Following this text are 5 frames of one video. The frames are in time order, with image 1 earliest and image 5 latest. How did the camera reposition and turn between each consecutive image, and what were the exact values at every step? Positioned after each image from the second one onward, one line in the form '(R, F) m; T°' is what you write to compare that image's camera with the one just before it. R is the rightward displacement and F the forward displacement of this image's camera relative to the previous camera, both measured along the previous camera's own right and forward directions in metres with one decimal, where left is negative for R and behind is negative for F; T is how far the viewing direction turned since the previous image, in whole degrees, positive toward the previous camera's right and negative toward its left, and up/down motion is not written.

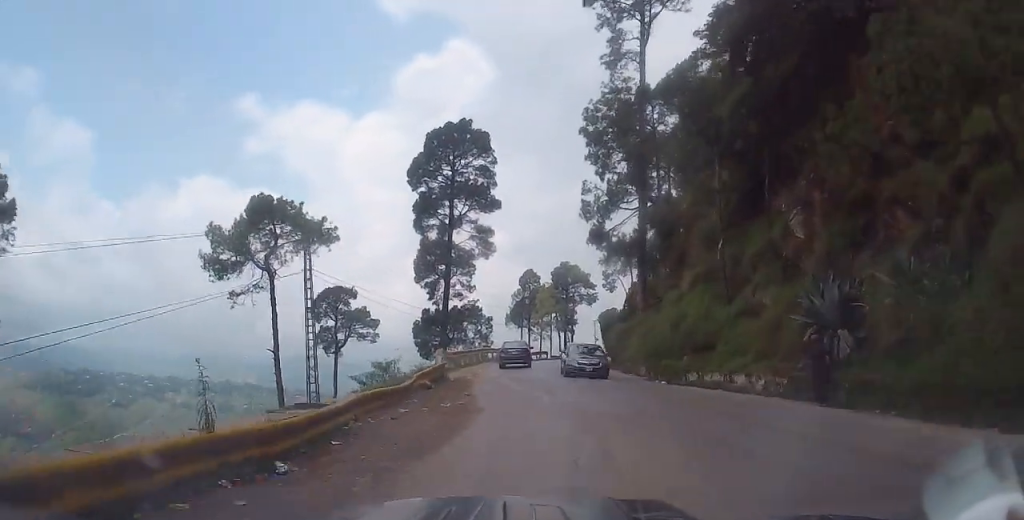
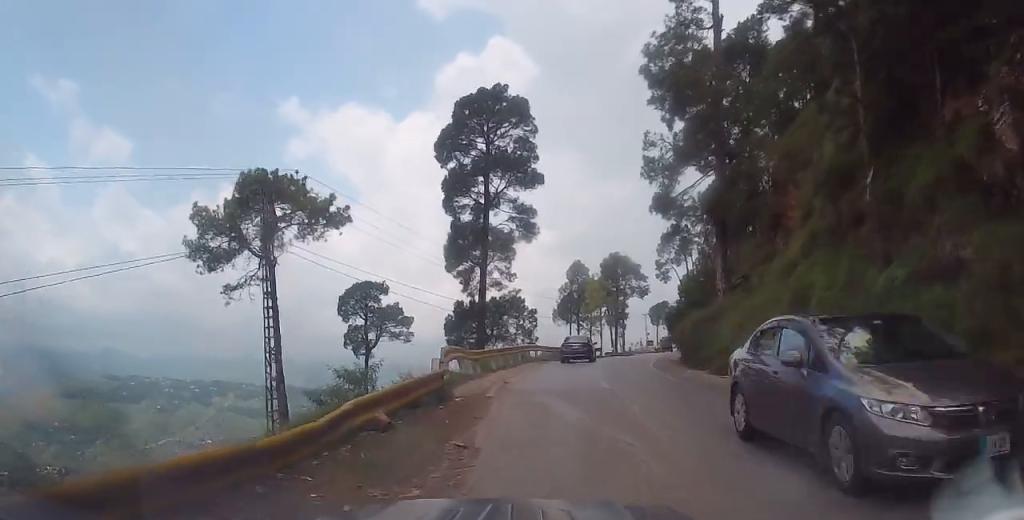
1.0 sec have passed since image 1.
(0.0, +8.9) m; 0°
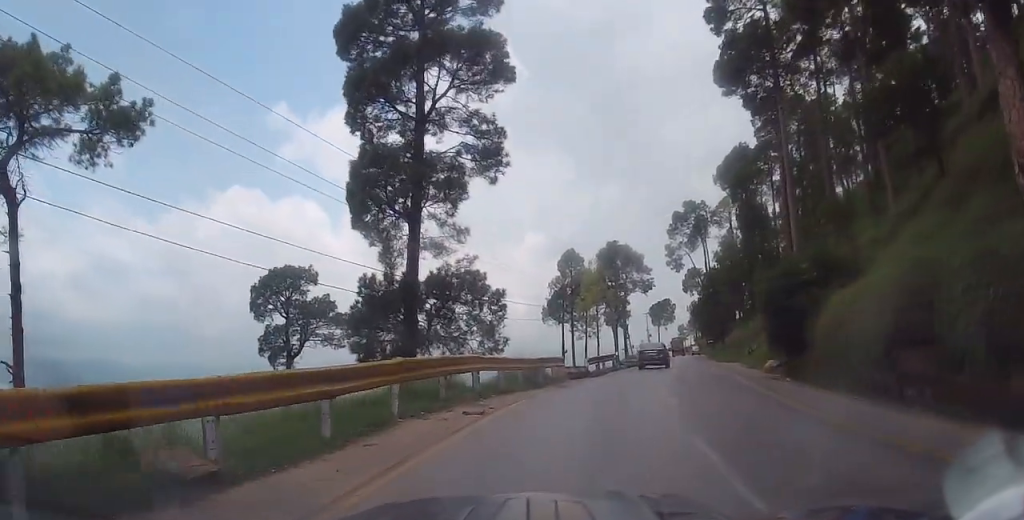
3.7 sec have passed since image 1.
(-0.7, +23.3) m; +1°
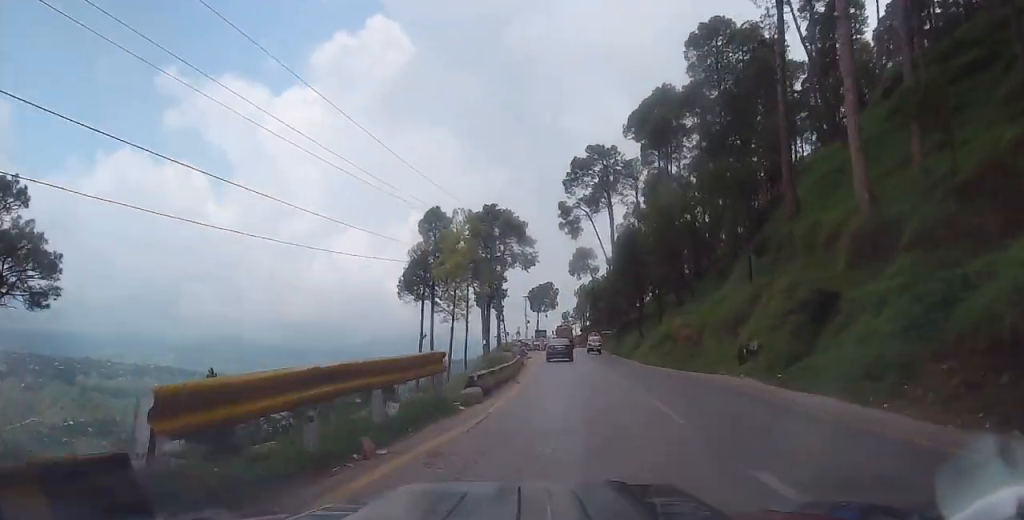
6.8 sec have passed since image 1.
(+2.9, +26.2) m; +9°
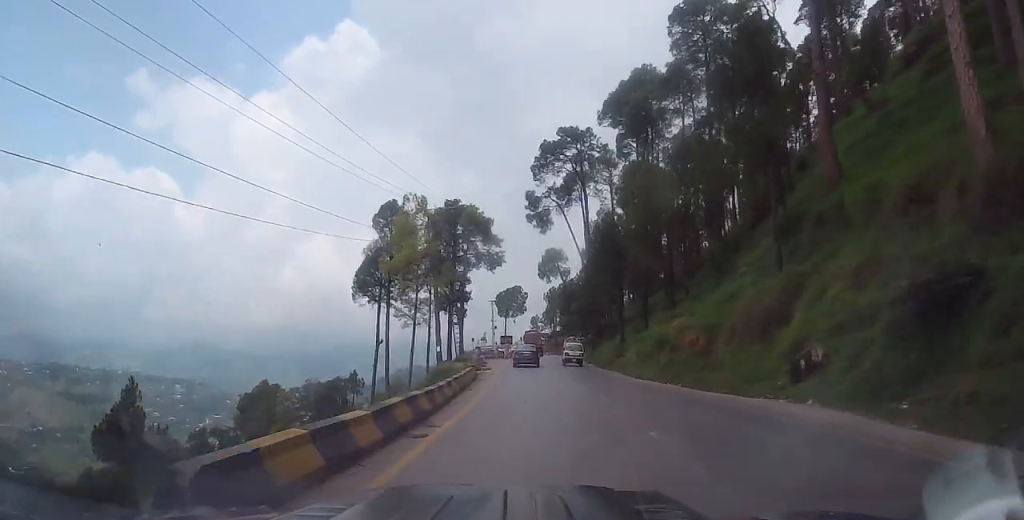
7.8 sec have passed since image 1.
(+0.2, +9.2) m; +2°
